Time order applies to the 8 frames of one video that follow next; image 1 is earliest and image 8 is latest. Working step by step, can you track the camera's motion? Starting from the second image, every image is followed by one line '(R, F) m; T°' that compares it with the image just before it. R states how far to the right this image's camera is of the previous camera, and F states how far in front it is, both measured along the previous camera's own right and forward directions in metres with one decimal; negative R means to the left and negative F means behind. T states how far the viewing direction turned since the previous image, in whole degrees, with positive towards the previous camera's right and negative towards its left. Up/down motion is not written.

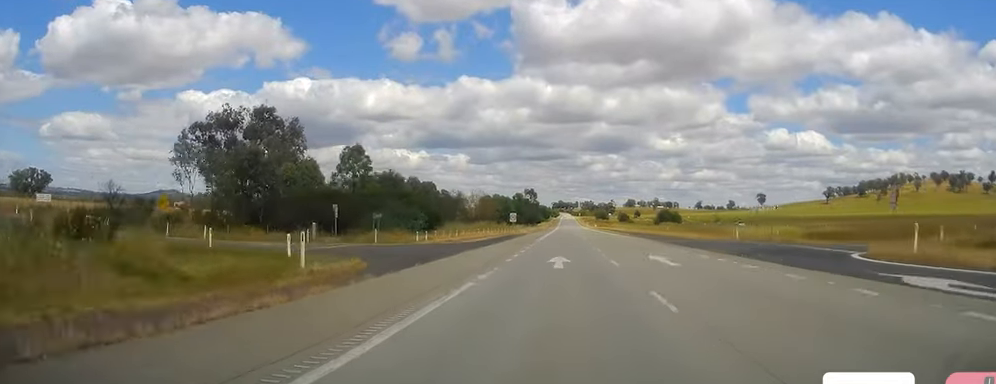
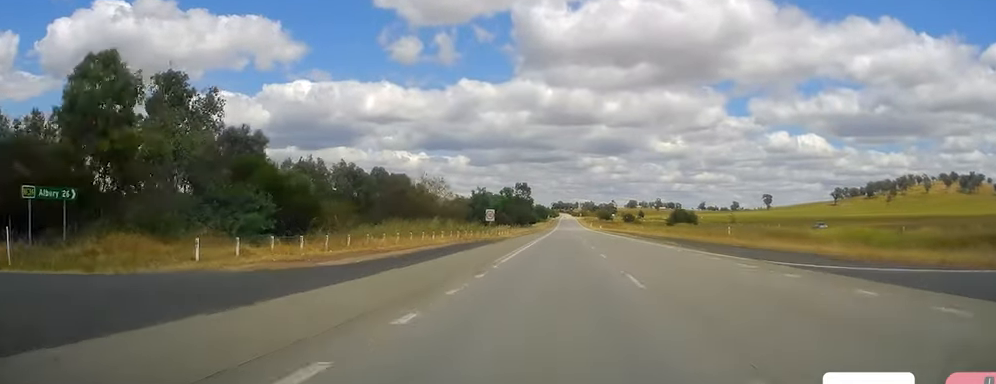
(+0.4, +32.5) m; 0°
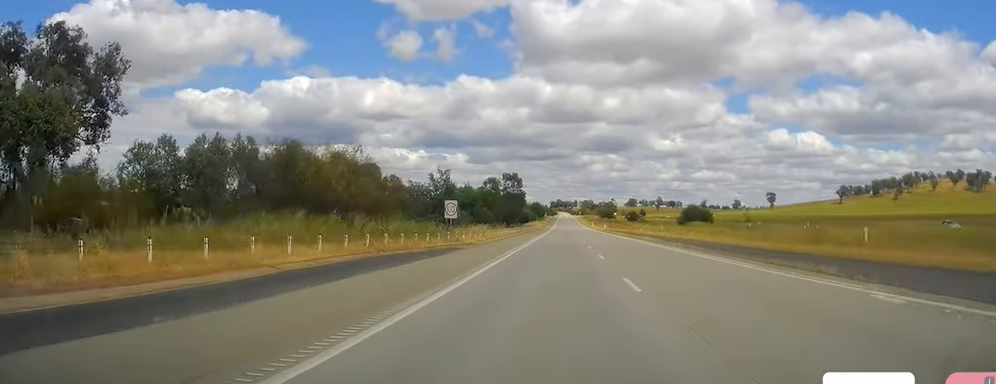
(-0.2, +24.9) m; -1°
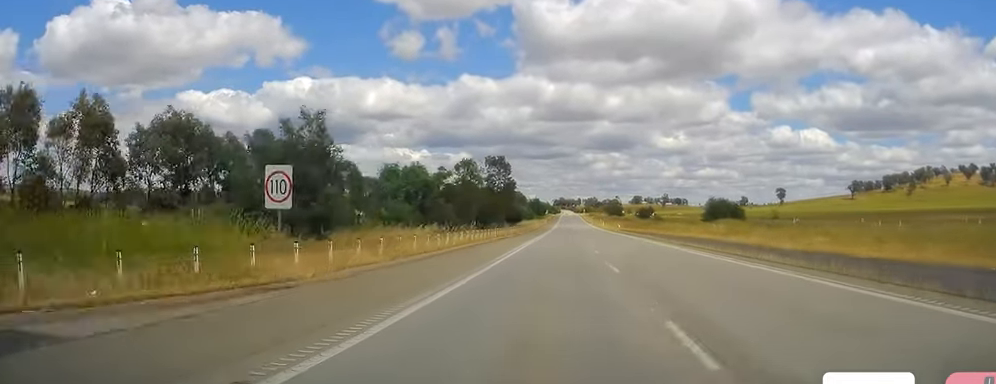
(-0.3, +31.6) m; 0°
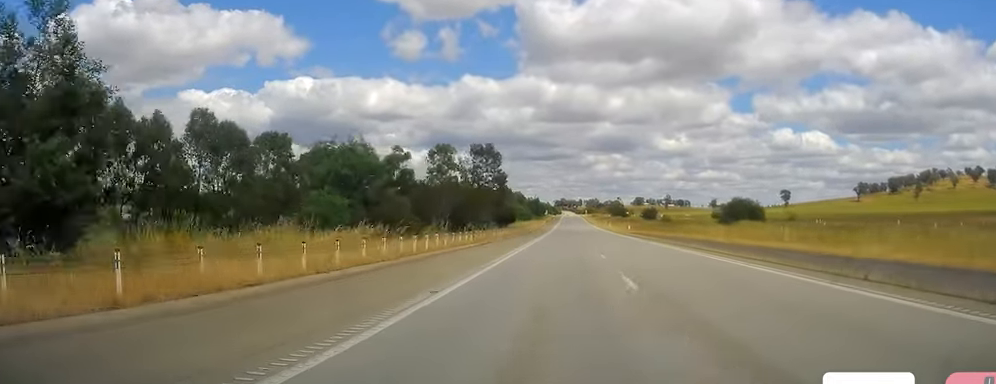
(+0.1, +16.3) m; 0°
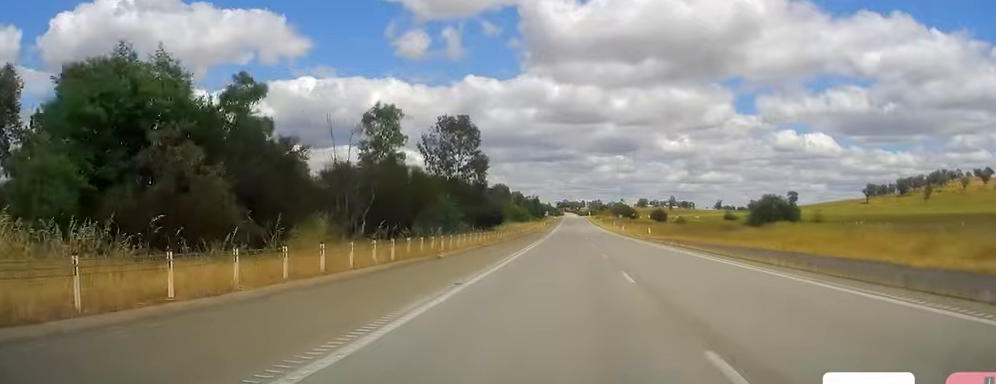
(+0.4, +22.0) m; 0°
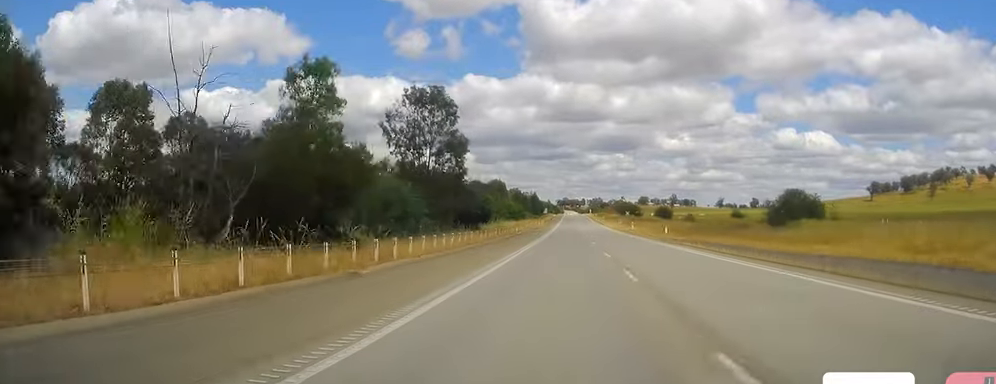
(-0.2, +12.4) m; 0°
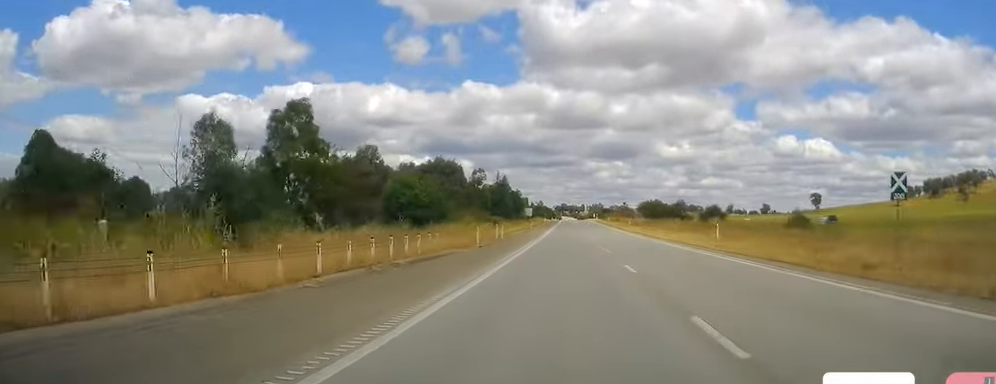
(+0.1, +81.5) m; 0°
